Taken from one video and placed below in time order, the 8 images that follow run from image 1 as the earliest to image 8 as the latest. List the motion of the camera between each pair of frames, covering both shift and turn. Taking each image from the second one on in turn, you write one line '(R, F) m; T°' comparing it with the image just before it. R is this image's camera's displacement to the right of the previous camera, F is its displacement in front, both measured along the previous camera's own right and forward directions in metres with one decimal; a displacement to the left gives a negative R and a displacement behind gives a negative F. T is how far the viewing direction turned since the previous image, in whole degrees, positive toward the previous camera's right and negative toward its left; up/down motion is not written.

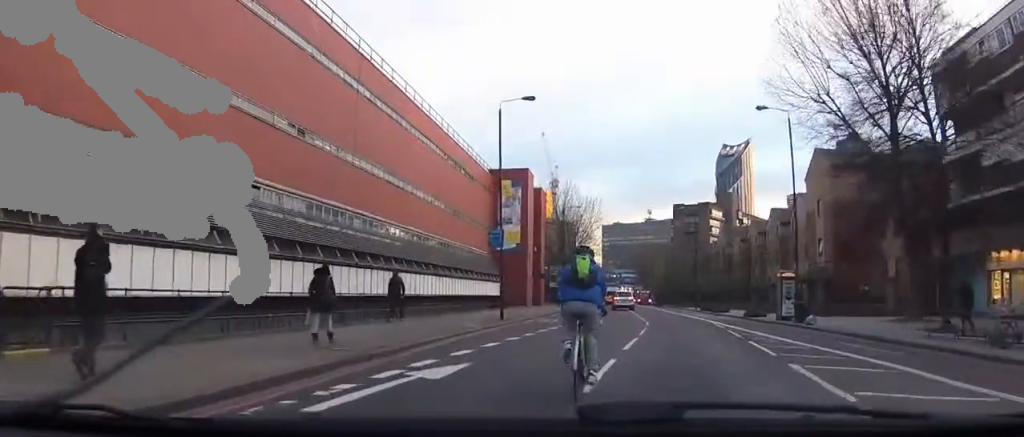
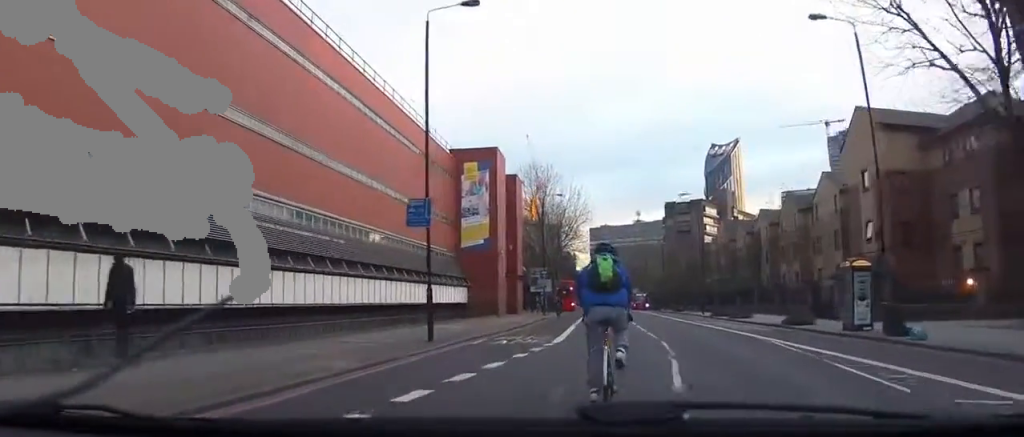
(+0.3, +12.3) m; +1°
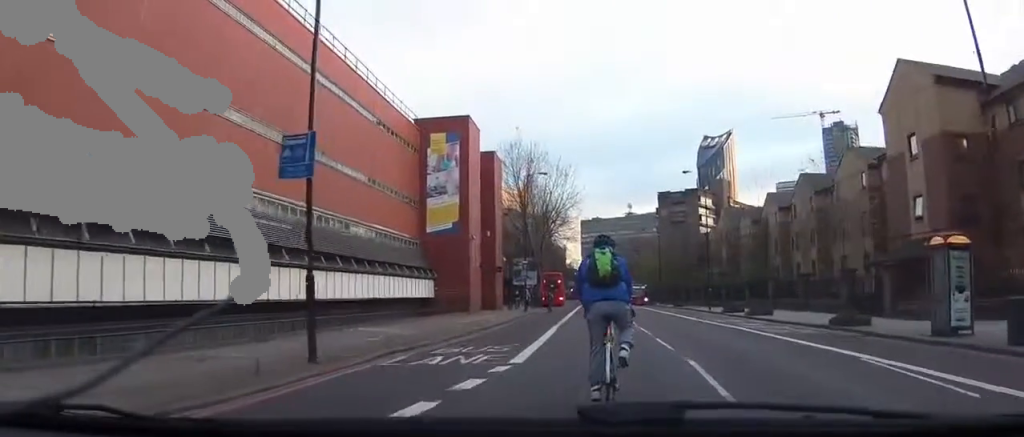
(0.0, +8.3) m; 0°
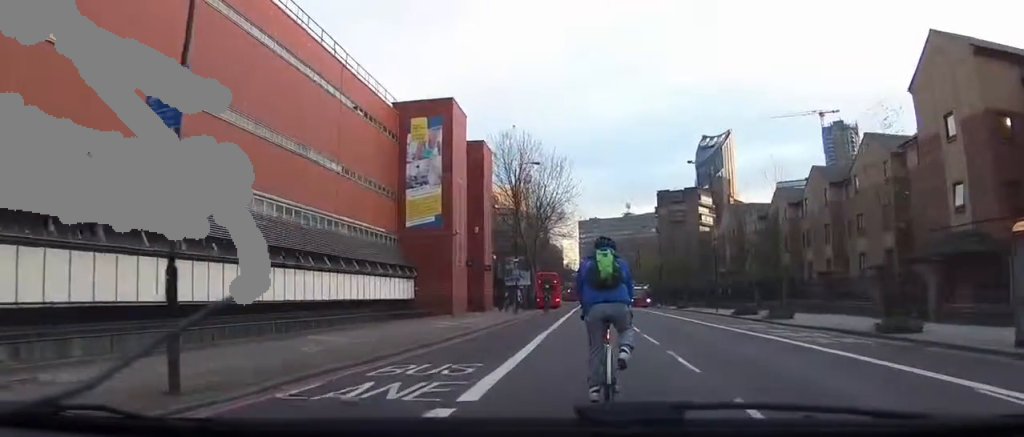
(0.0, +4.5) m; -1°
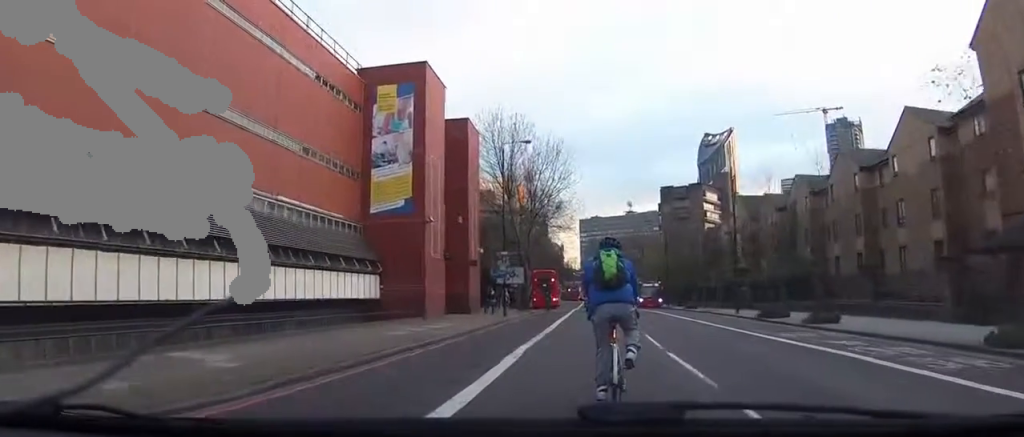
(0.0, +6.8) m; -1°
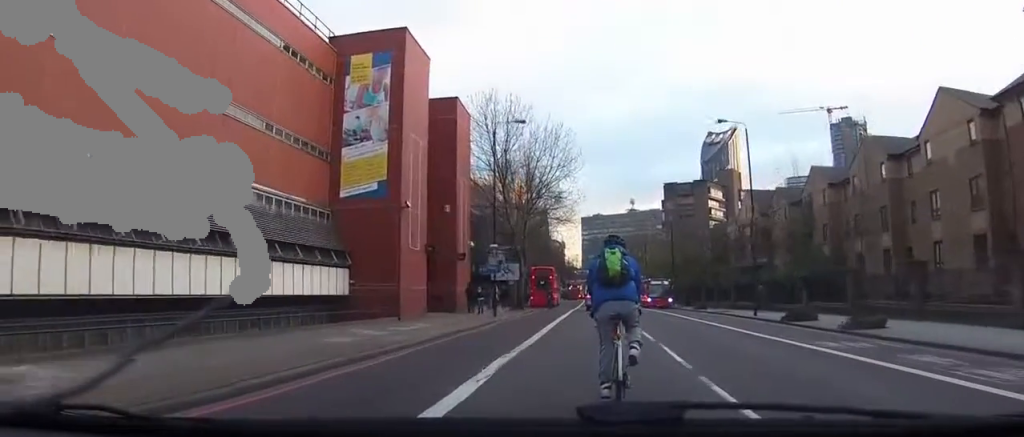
(-0.1, +4.4) m; -1°
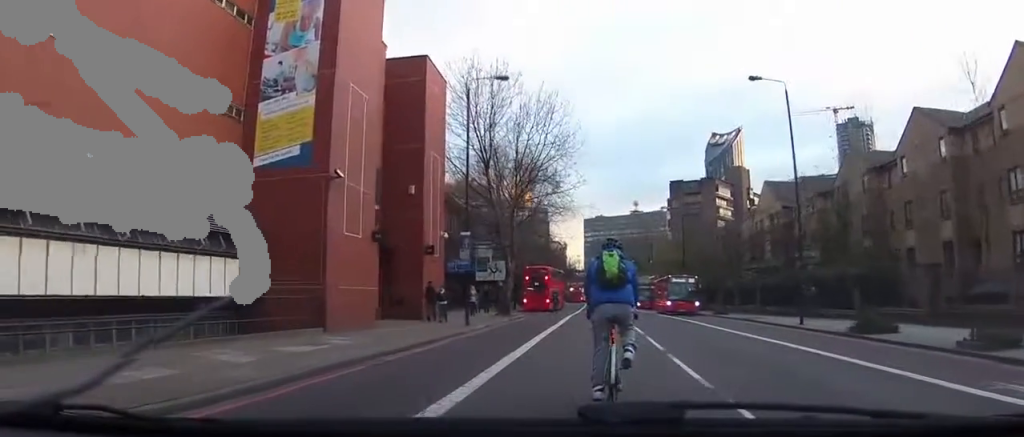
(+0.1, +7.8) m; +1°
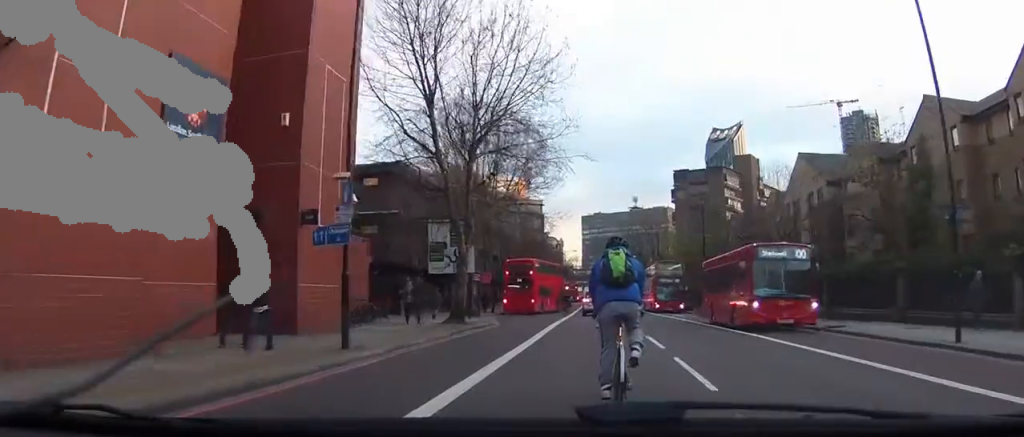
(+0.1, +12.6) m; 0°
